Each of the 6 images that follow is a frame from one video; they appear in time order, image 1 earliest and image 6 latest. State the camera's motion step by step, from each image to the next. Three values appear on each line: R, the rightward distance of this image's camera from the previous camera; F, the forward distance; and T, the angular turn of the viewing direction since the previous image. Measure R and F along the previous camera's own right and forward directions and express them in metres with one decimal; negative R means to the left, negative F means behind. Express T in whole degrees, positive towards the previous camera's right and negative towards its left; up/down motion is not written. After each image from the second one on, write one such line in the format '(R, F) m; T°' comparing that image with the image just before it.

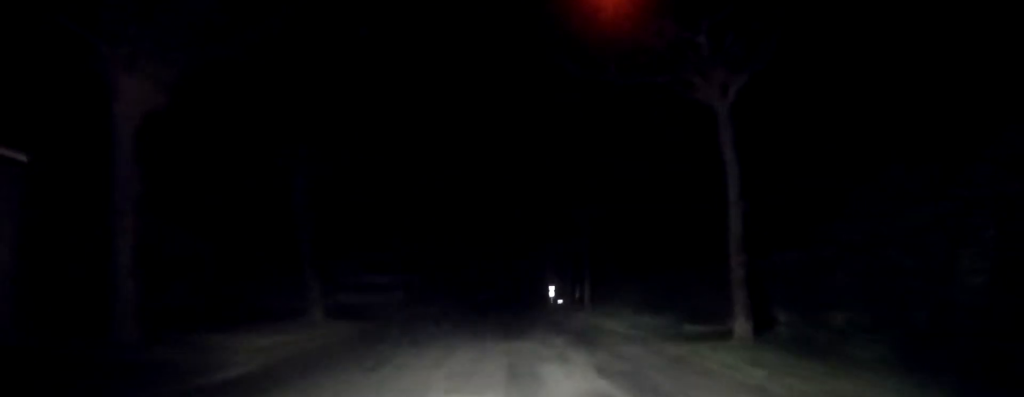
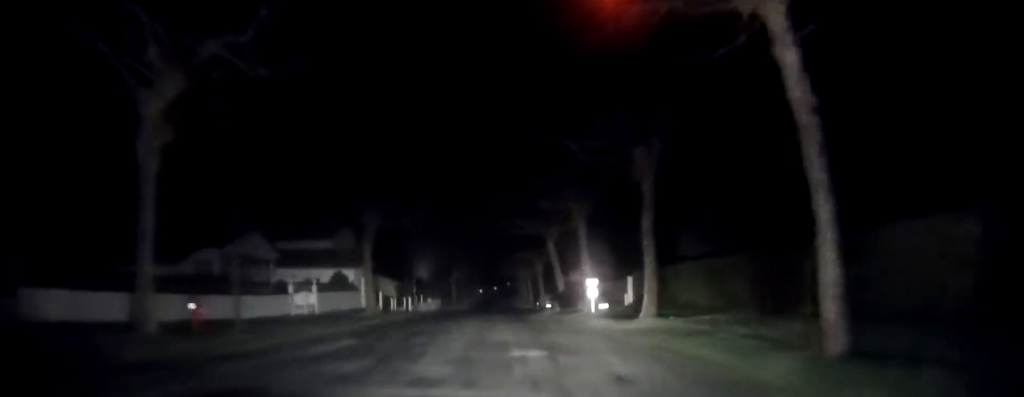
(+0.6, +33.7) m; +1°
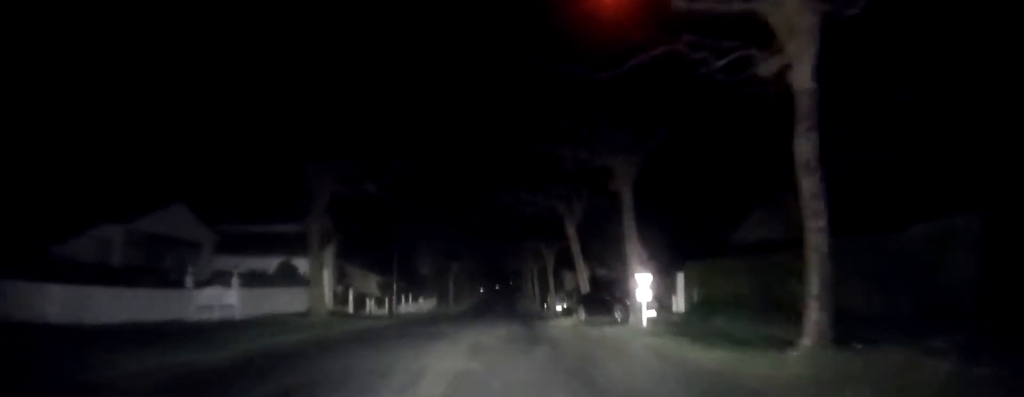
(0.0, +11.4) m; -1°
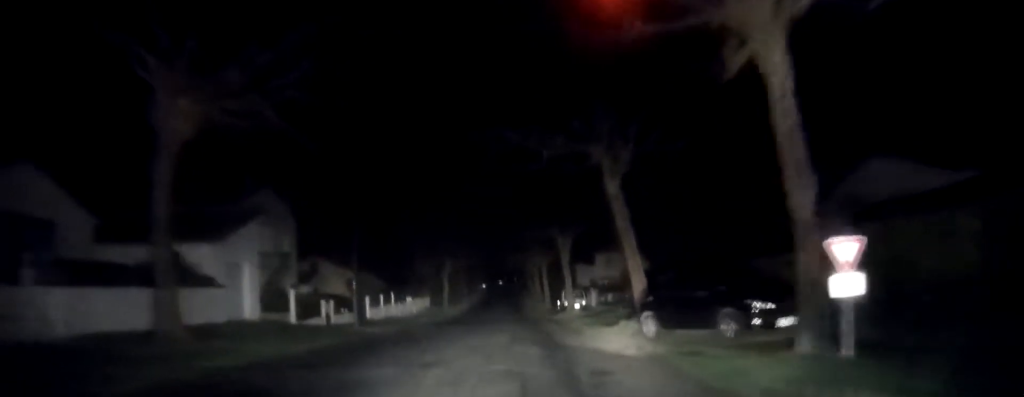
(-0.1, +12.3) m; 0°
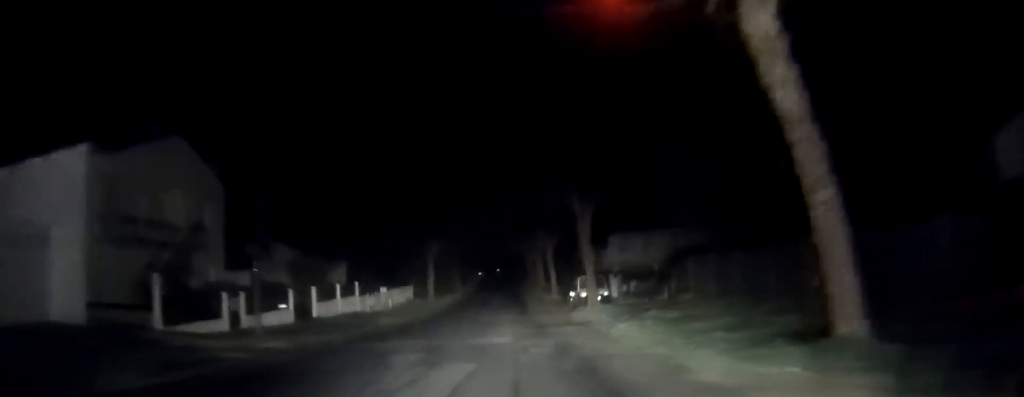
(+0.1, +12.0) m; 0°
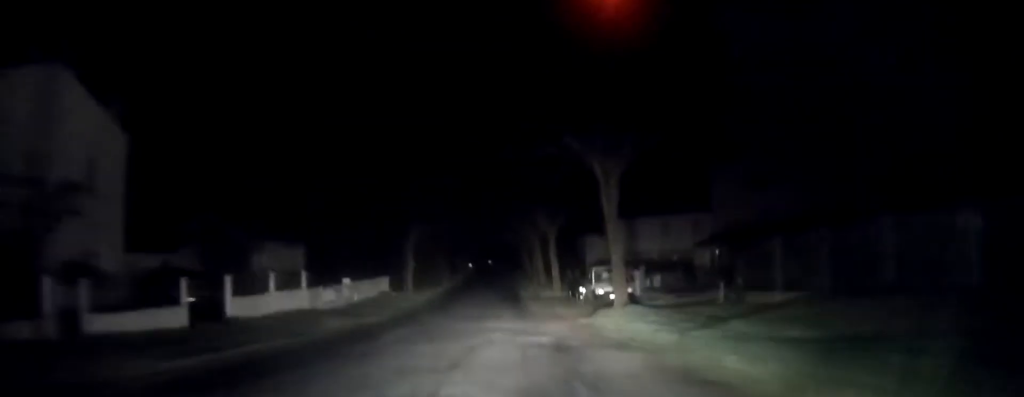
(0.0, +9.6) m; 0°
